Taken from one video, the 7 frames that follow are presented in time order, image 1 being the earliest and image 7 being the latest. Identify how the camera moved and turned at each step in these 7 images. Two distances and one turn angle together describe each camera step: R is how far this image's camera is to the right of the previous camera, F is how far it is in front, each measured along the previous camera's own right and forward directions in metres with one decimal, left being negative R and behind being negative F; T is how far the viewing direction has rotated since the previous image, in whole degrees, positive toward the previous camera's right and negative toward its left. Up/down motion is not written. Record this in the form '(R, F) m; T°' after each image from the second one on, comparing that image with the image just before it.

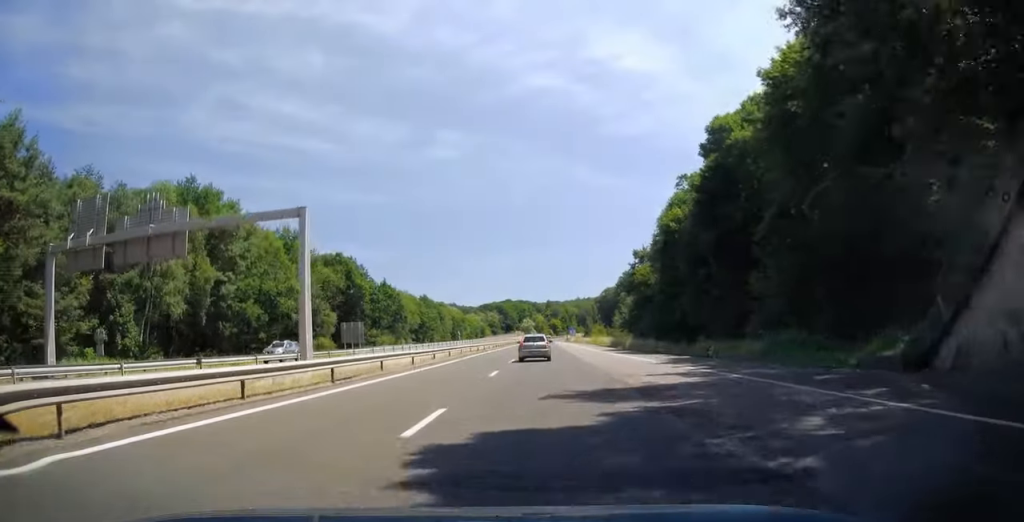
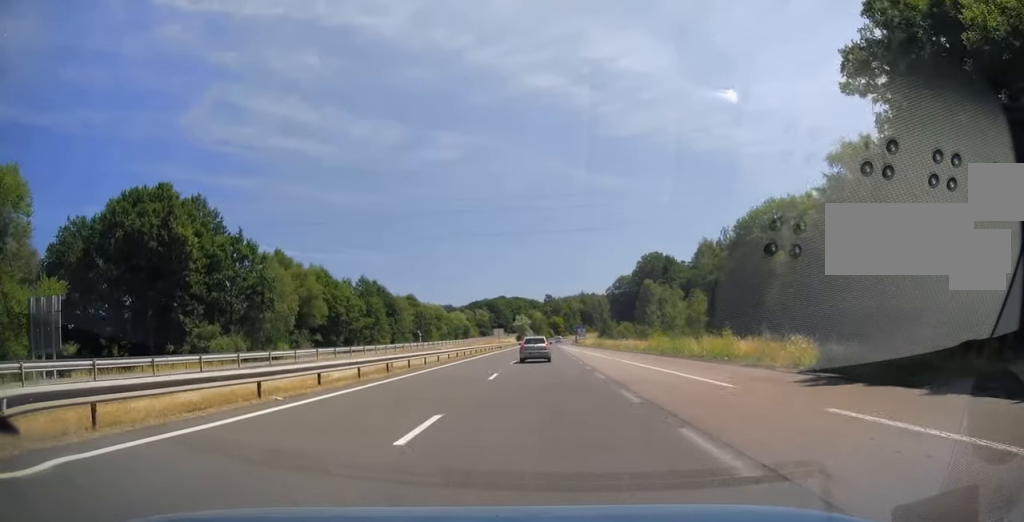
(+0.4, +64.7) m; 0°
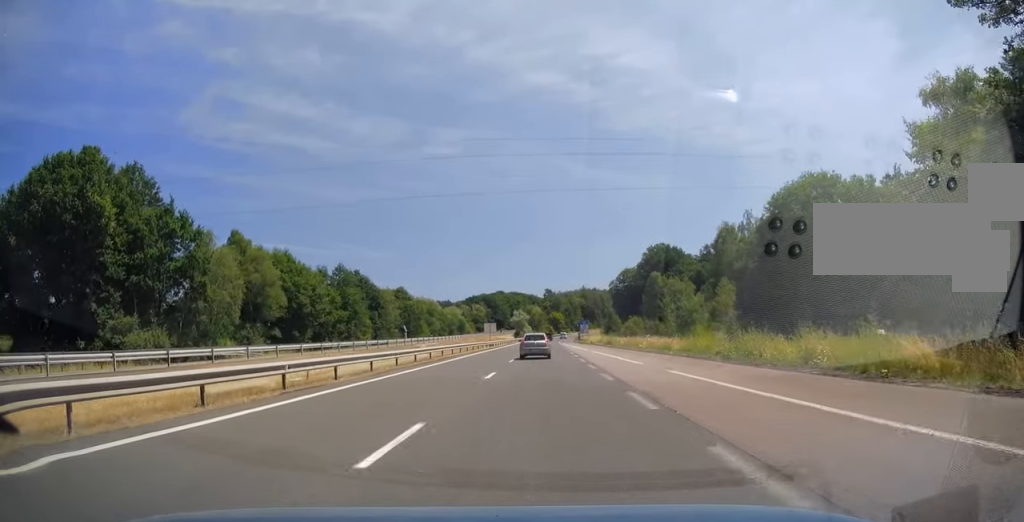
(0.0, +14.5) m; 0°
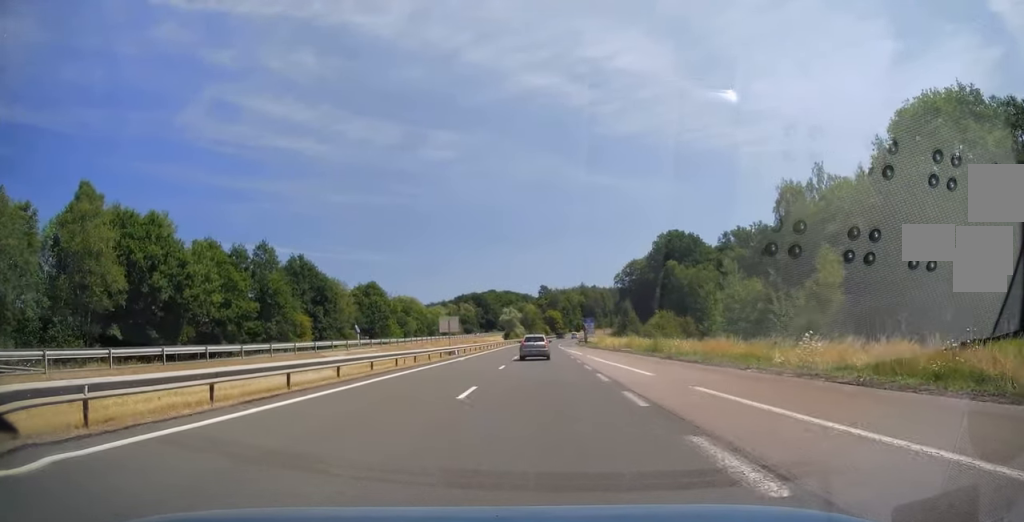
(+0.3, +31.2) m; 0°
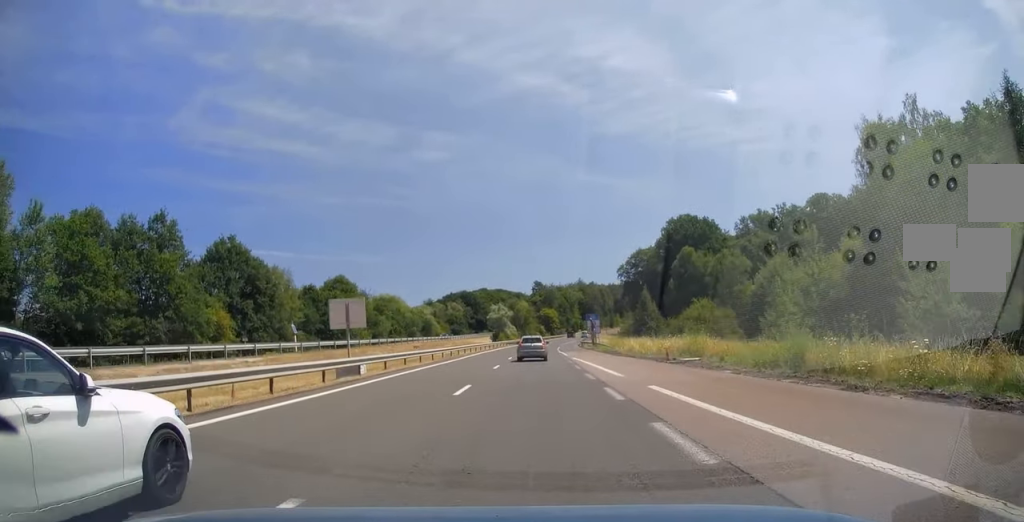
(0.0, +24.1) m; 0°
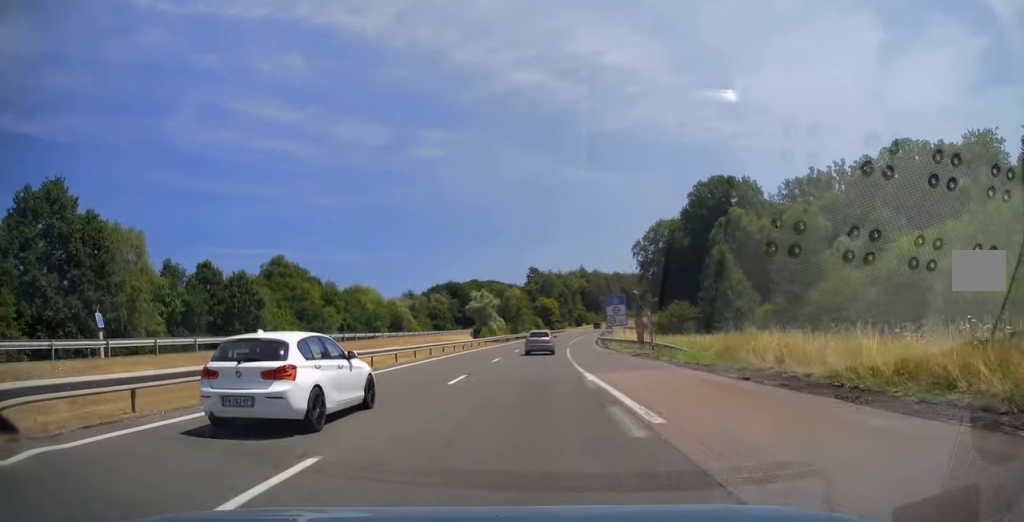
(+0.1, +36.3) m; +1°
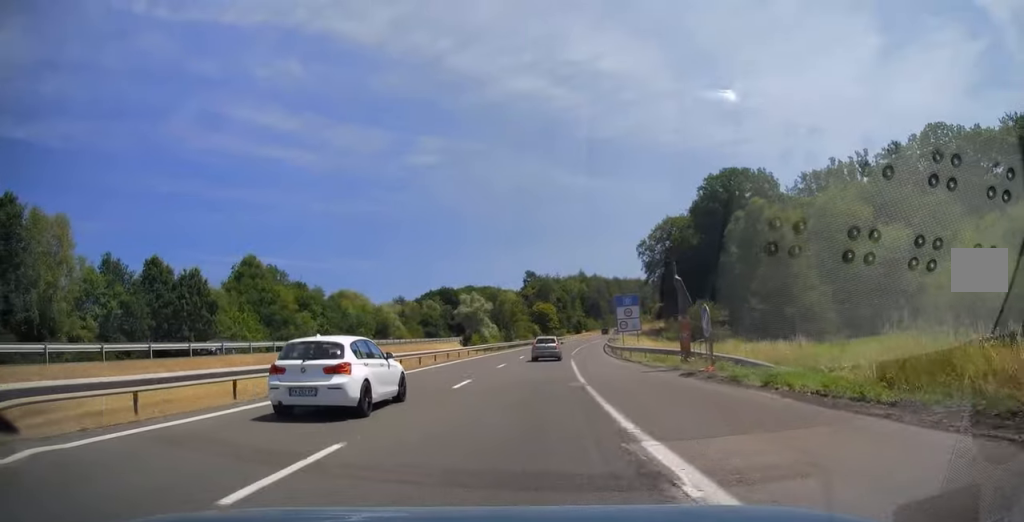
(0.0, +11.4) m; +1°
